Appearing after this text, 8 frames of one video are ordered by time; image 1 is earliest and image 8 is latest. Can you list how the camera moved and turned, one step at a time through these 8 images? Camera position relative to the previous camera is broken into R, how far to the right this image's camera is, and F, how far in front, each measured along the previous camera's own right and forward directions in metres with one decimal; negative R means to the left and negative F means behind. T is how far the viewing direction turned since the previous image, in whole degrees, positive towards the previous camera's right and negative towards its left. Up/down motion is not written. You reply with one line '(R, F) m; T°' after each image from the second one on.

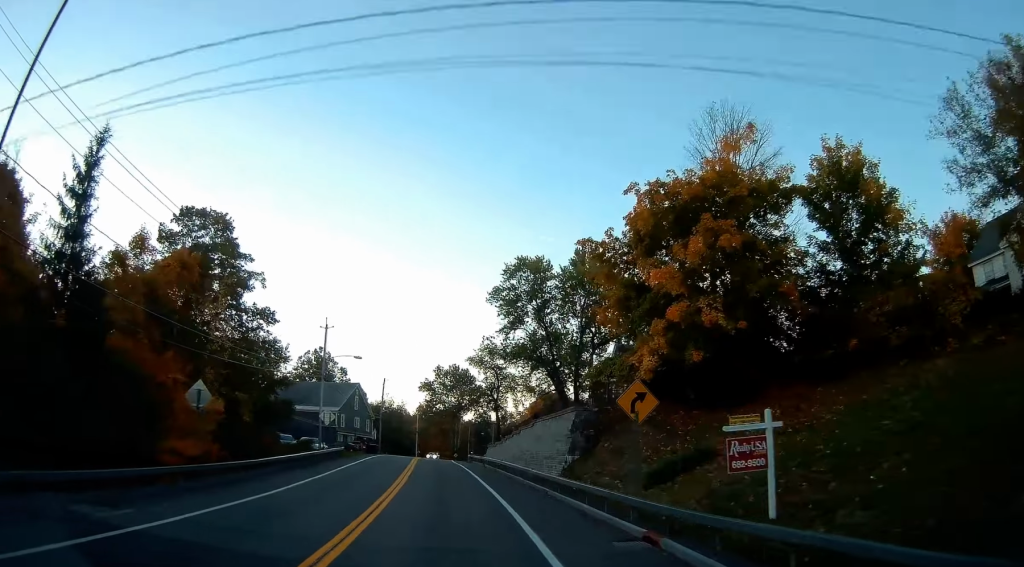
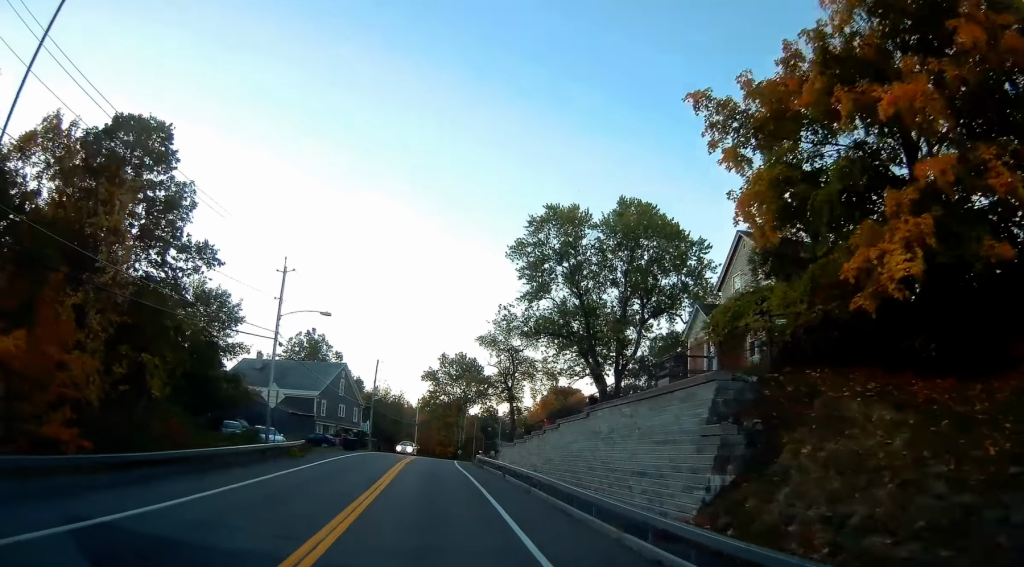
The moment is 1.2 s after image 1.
(-0.4, +14.9) m; -2°
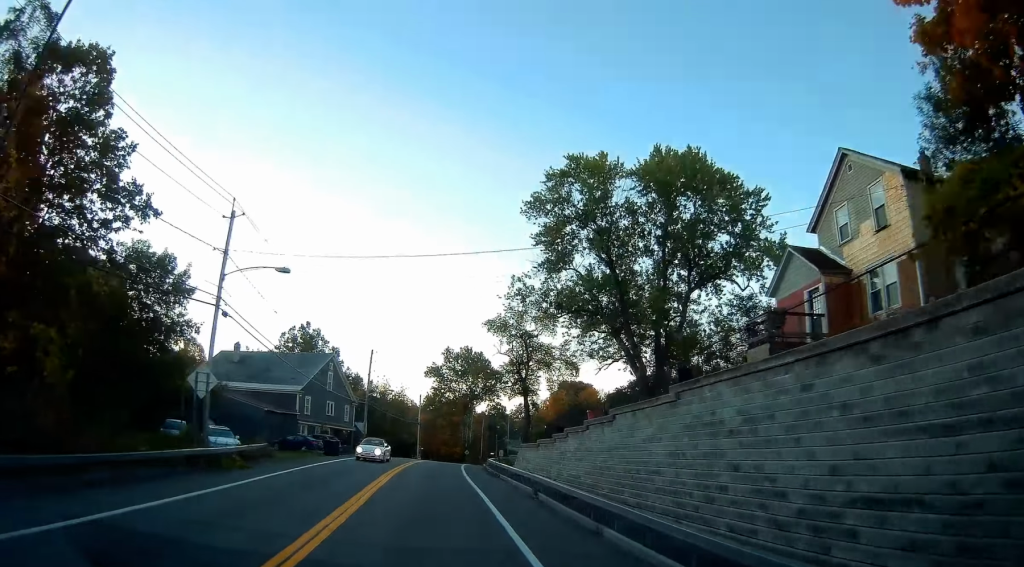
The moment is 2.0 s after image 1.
(0.0, +9.8) m; 0°
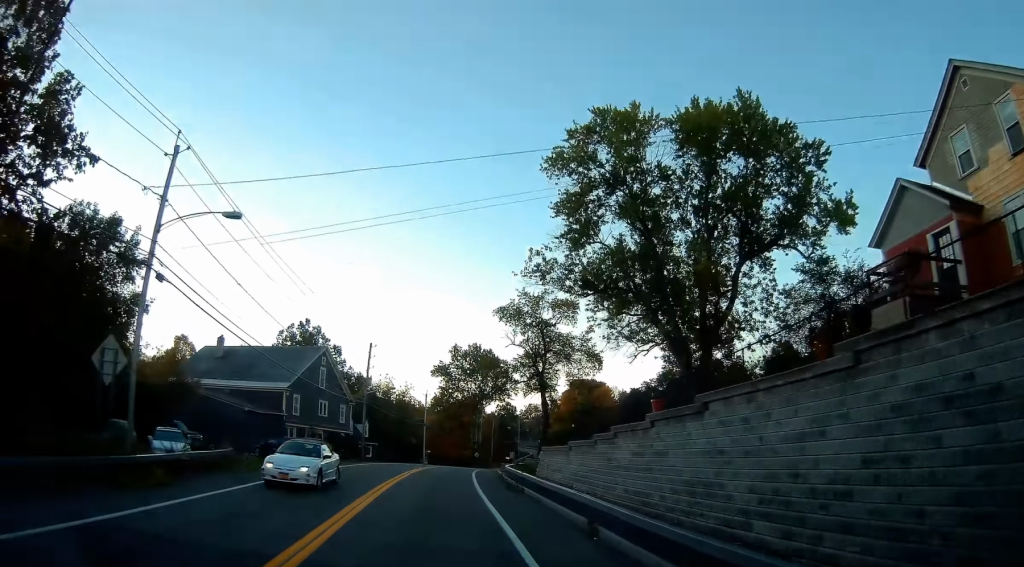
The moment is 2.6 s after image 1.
(0.0, +7.2) m; 0°
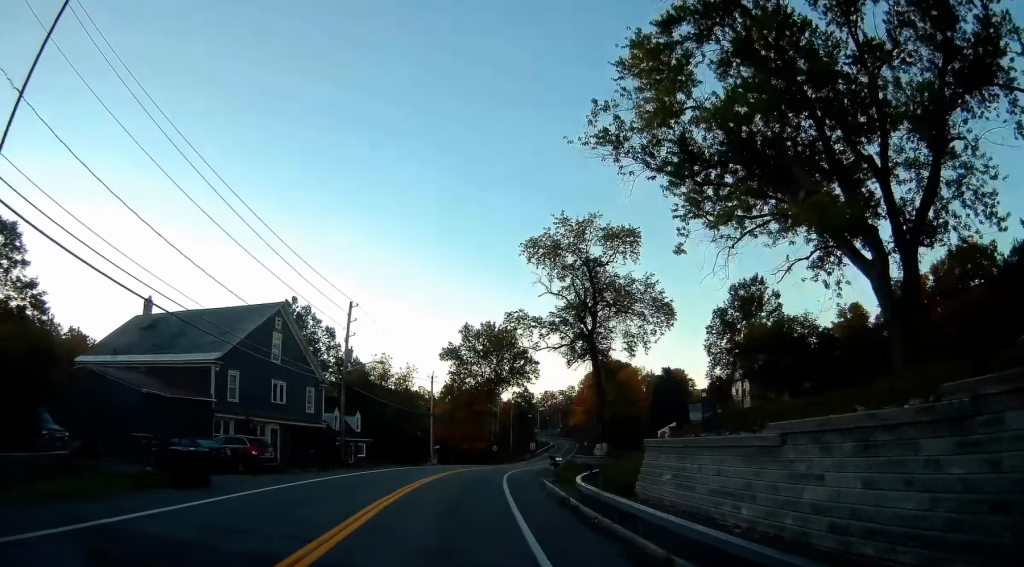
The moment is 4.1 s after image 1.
(-0.2, +17.8) m; -1°
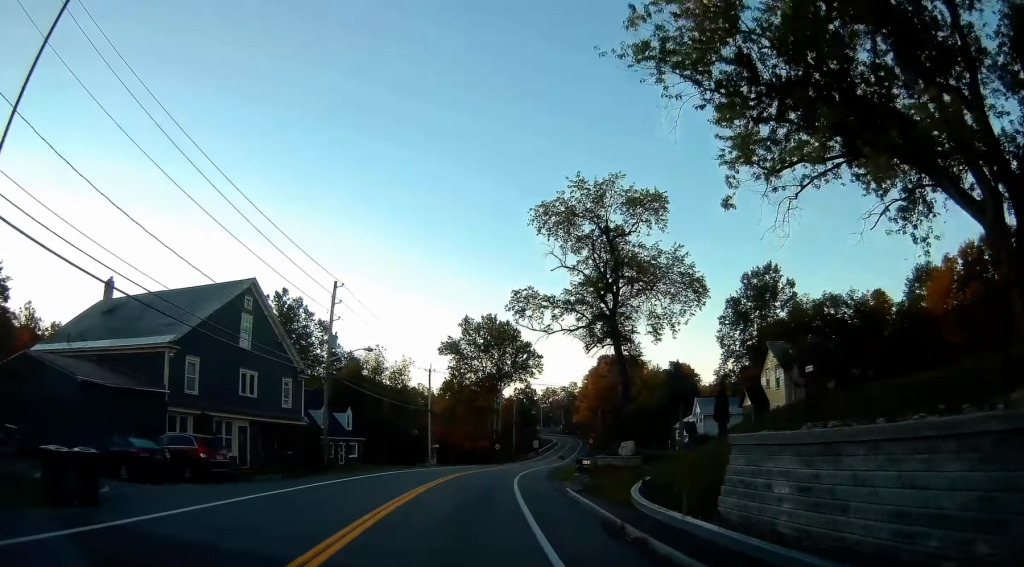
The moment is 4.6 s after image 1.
(0.0, +5.4) m; 0°
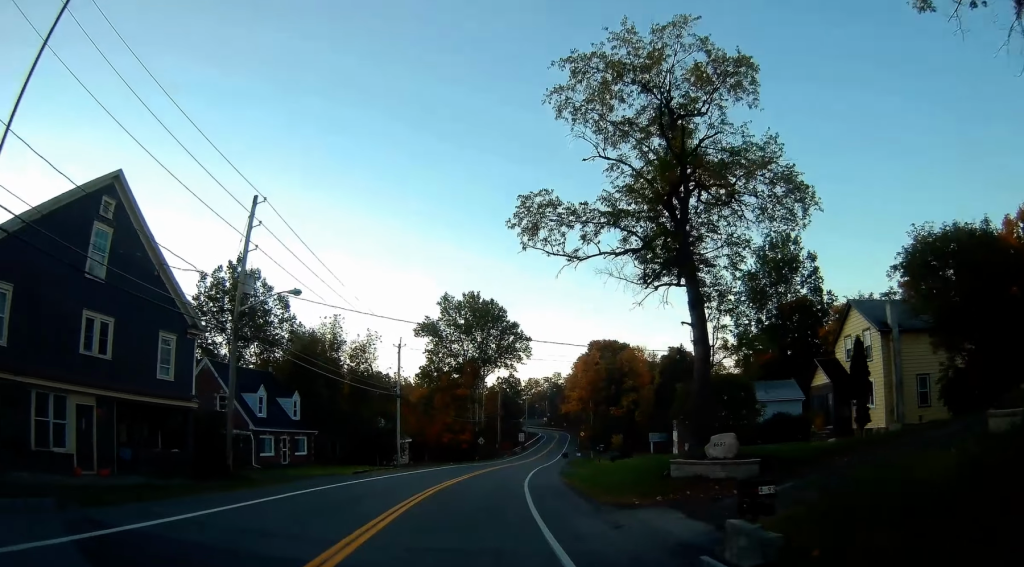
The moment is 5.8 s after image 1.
(0.0, +13.6) m; +1°
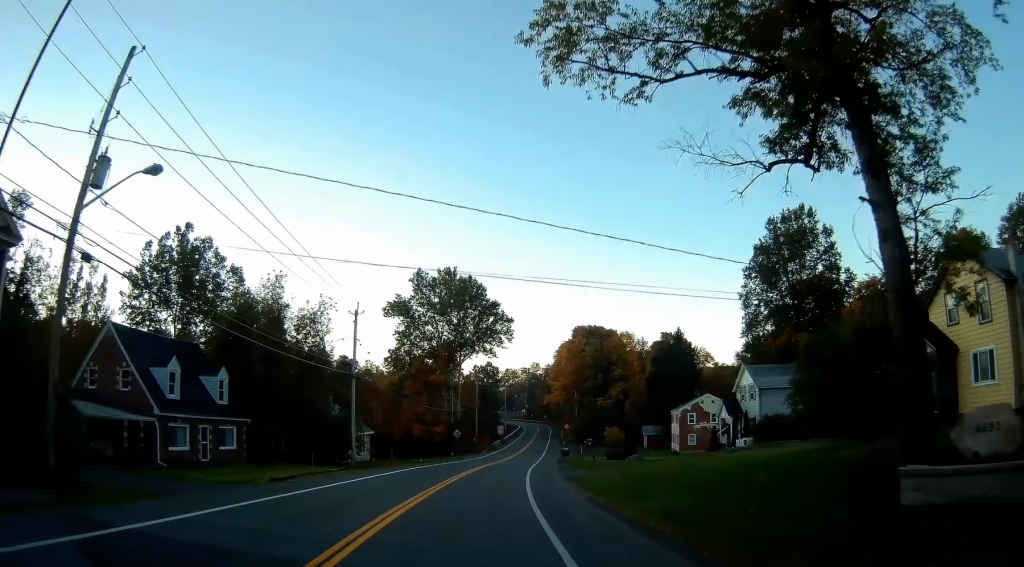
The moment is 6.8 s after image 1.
(+0.2, +11.3) m; +2°
